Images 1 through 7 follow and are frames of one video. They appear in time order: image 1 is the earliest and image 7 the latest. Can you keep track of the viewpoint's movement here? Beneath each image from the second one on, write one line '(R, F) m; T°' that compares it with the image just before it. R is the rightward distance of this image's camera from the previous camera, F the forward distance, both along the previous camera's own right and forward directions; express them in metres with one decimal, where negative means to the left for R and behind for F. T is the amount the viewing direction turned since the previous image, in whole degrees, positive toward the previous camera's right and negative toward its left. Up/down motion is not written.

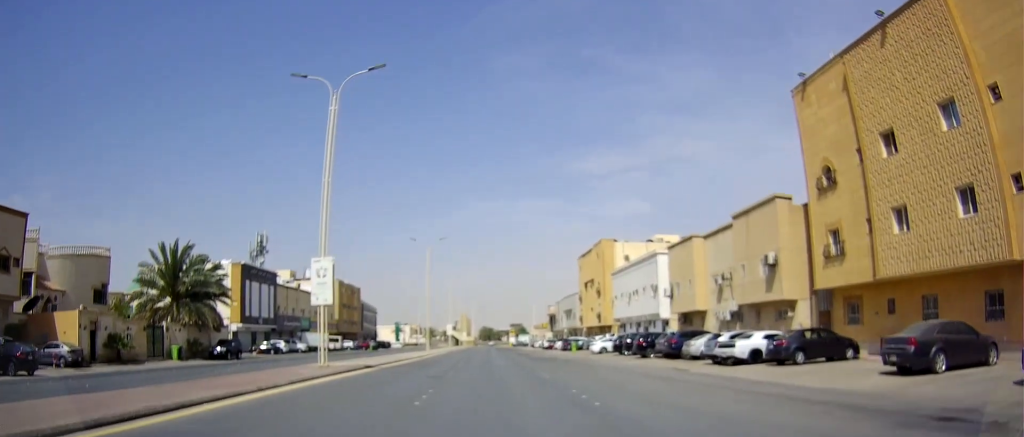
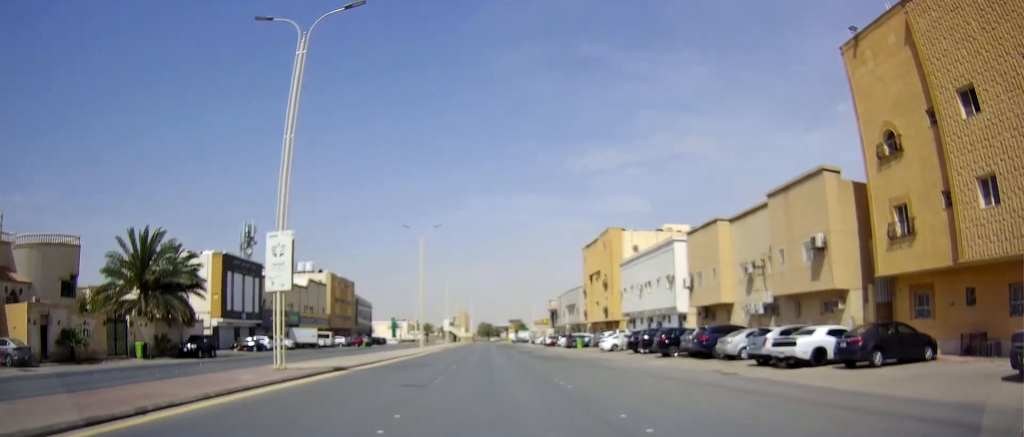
(-0.1, +5.5) m; 0°
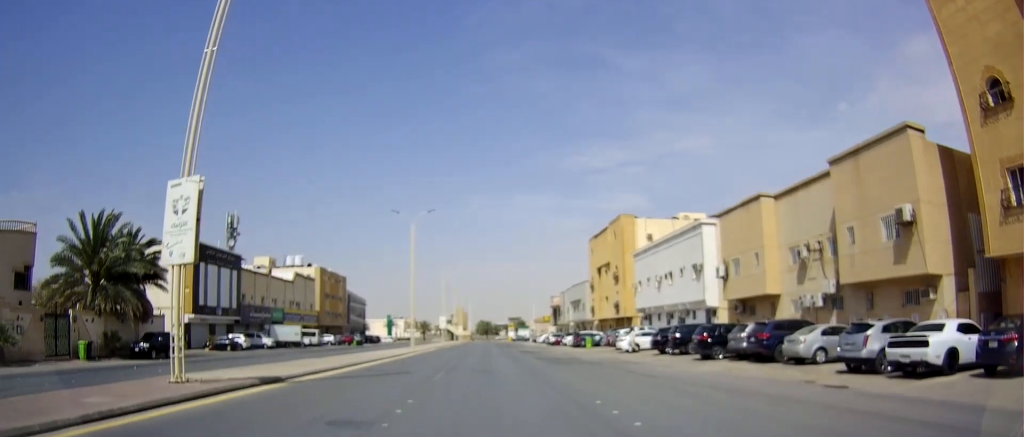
(+0.2, +7.1) m; +1°
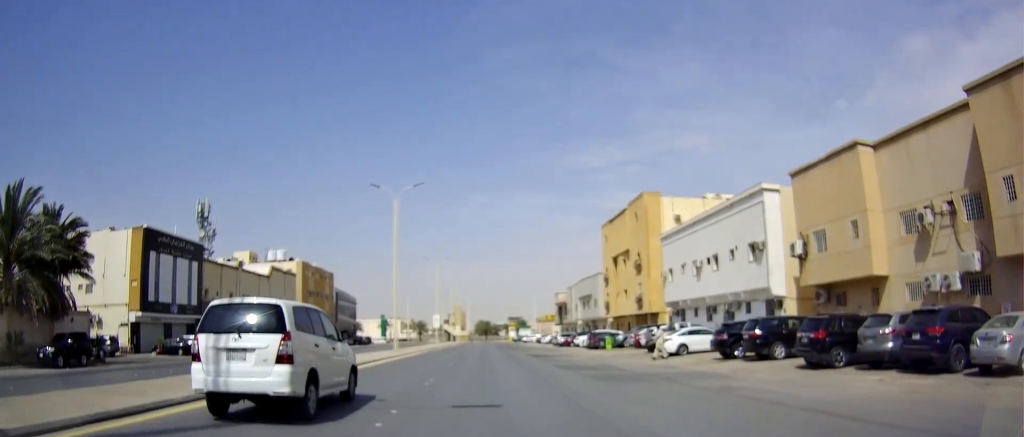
(-0.1, +10.4) m; -3°
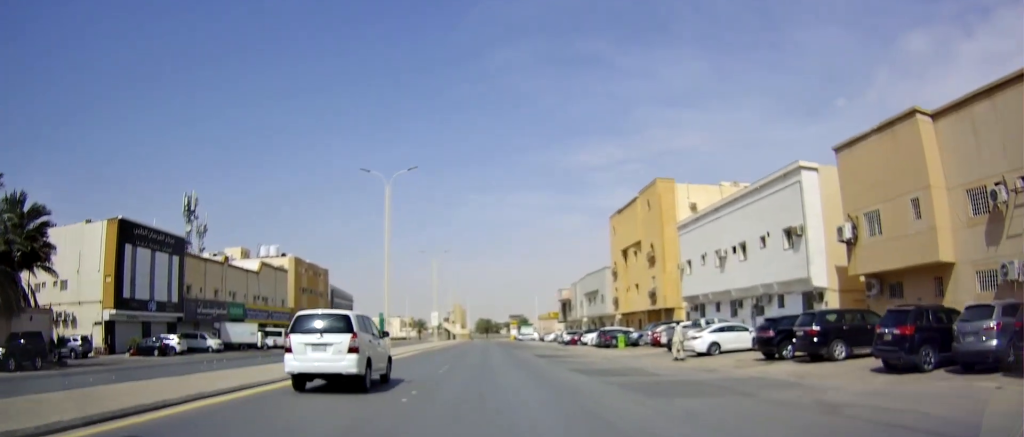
(-0.2, +4.4) m; 0°
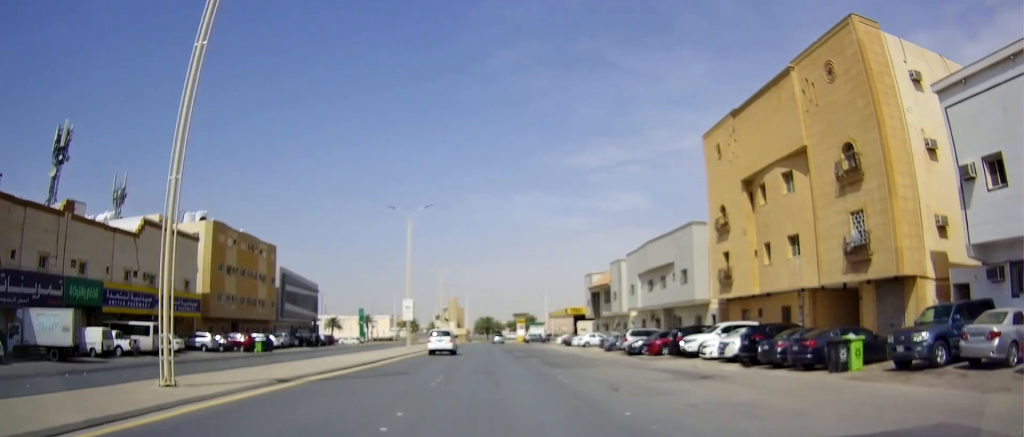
(+0.7, +31.3) m; +2°
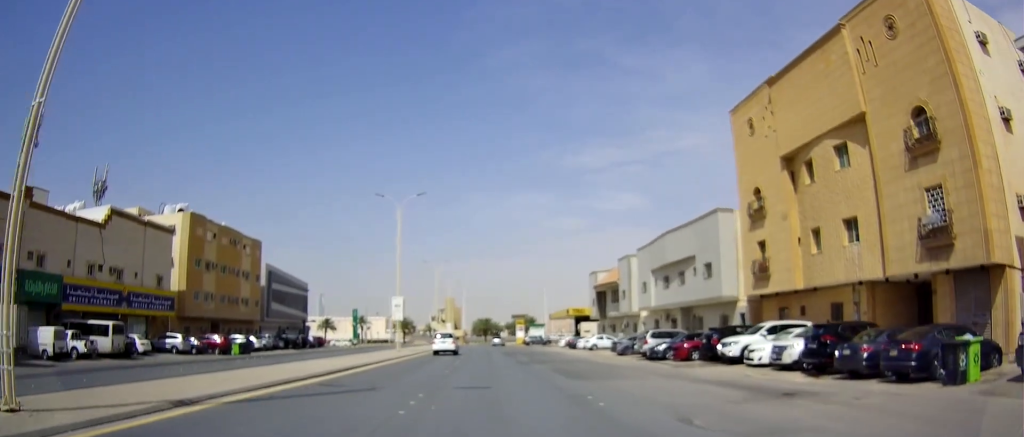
(+0.1, +5.6) m; -1°
